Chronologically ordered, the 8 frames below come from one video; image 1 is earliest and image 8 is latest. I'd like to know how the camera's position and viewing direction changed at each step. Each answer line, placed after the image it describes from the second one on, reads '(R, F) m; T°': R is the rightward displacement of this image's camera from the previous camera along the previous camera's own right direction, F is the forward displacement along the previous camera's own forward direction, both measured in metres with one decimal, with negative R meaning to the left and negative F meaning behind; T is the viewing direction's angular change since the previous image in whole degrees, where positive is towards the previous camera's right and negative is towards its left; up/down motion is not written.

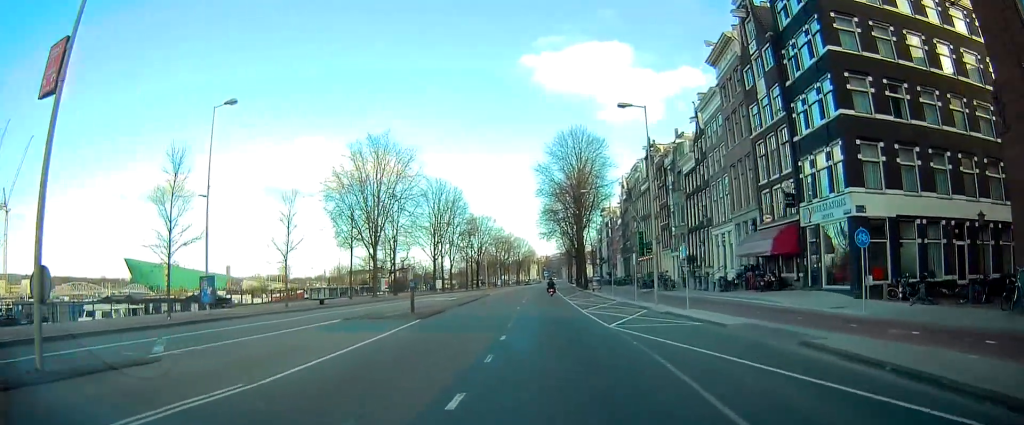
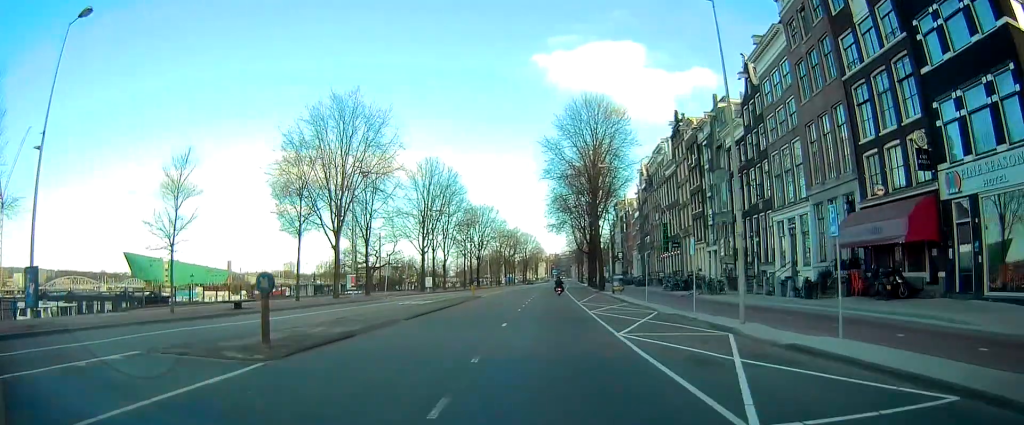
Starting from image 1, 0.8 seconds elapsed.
(-0.3, +12.9) m; -2°
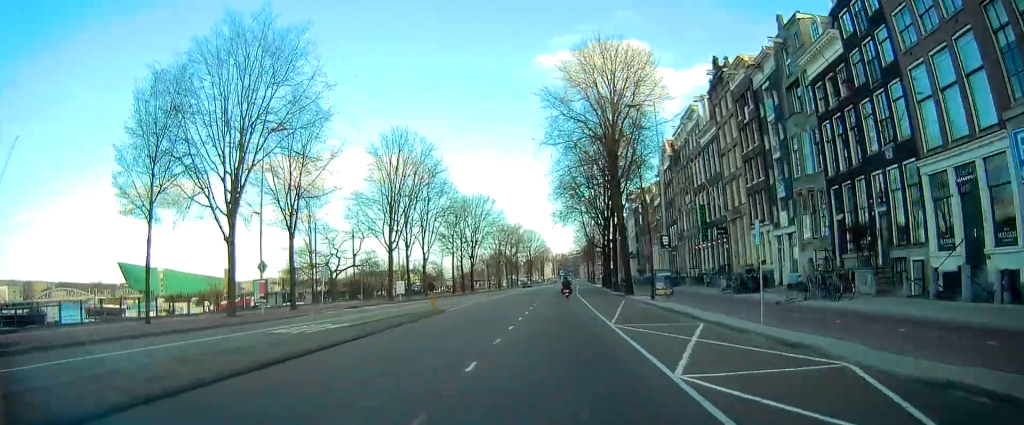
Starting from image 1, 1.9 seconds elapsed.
(-0.2, +16.8) m; 0°
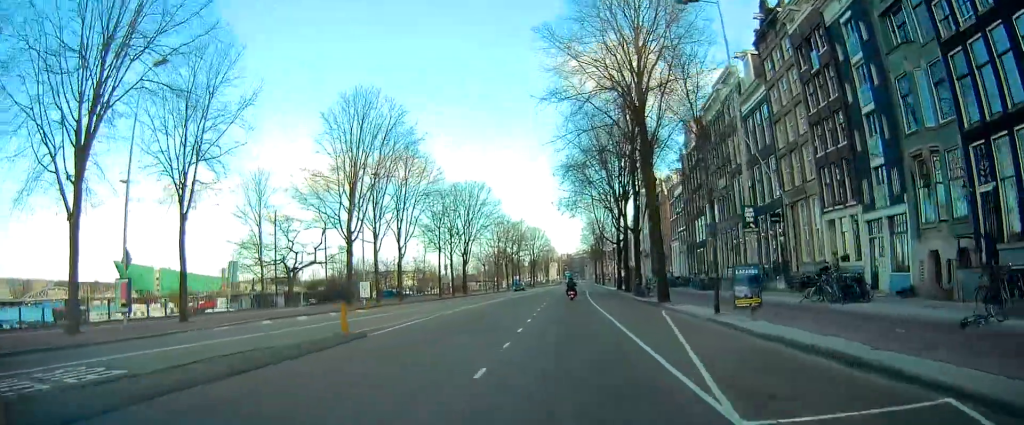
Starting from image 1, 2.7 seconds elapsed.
(+0.1, +12.6) m; 0°
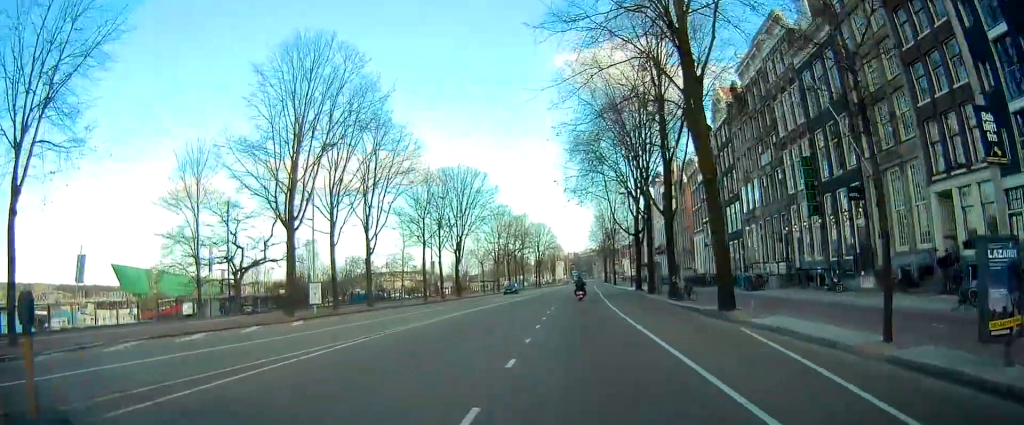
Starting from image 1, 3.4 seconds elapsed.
(0.0, +11.3) m; -1°
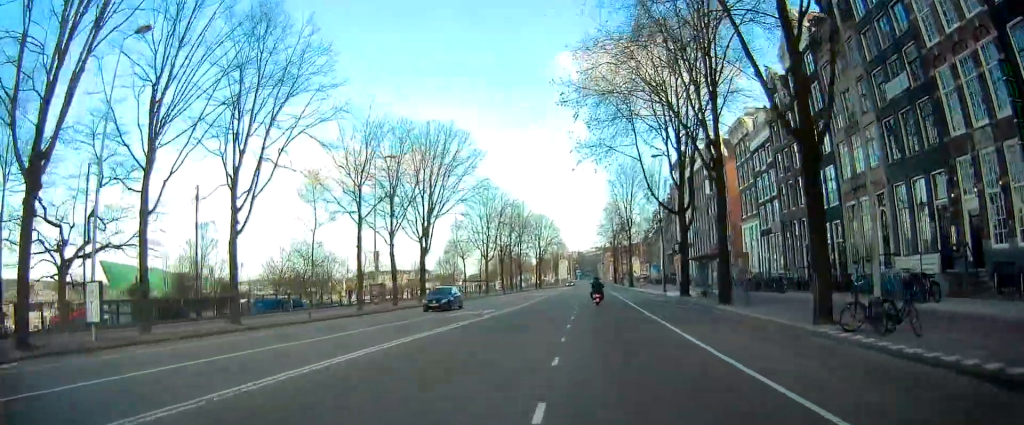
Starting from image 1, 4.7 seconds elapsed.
(-0.3, +19.6) m; -1°
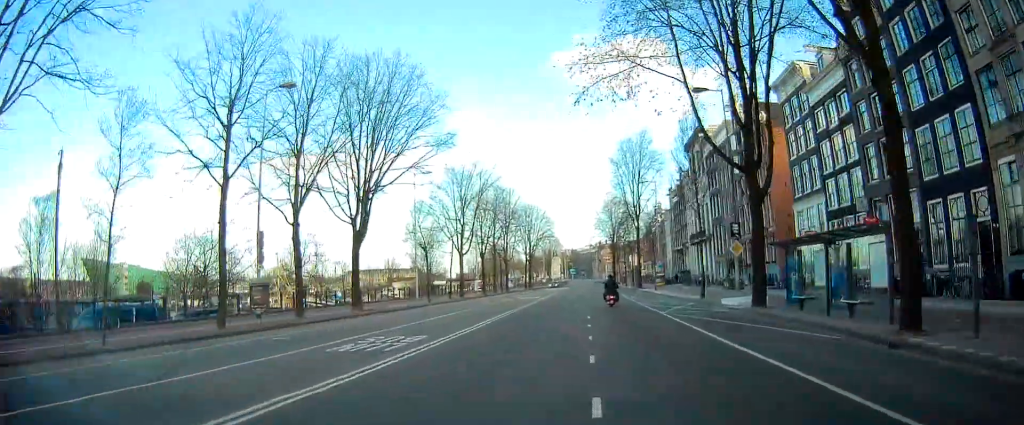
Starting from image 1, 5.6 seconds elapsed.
(0.0, +15.3) m; +1°
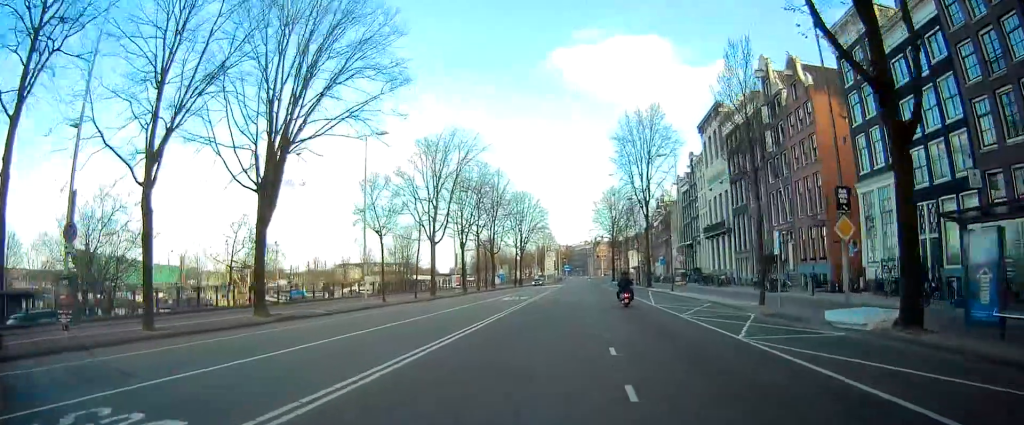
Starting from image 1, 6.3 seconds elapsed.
(+0.1, +10.9) m; 0°
